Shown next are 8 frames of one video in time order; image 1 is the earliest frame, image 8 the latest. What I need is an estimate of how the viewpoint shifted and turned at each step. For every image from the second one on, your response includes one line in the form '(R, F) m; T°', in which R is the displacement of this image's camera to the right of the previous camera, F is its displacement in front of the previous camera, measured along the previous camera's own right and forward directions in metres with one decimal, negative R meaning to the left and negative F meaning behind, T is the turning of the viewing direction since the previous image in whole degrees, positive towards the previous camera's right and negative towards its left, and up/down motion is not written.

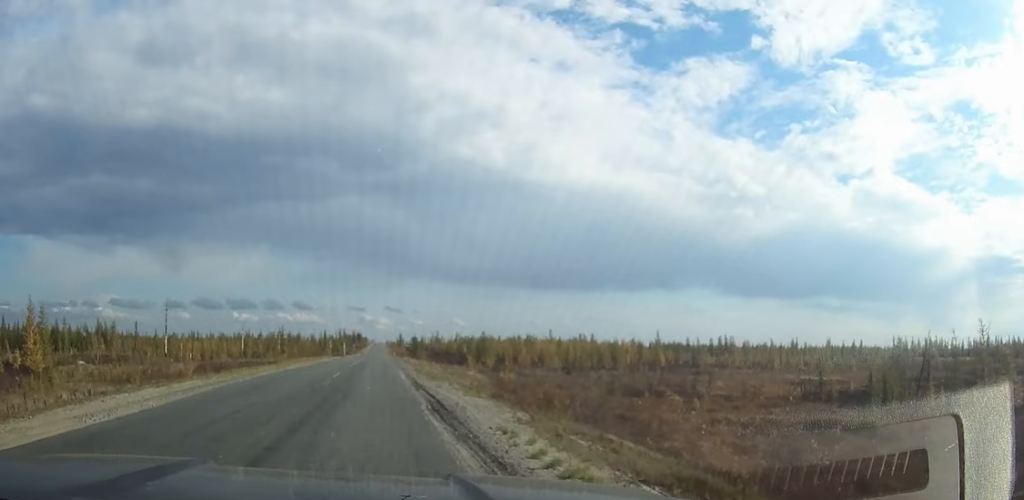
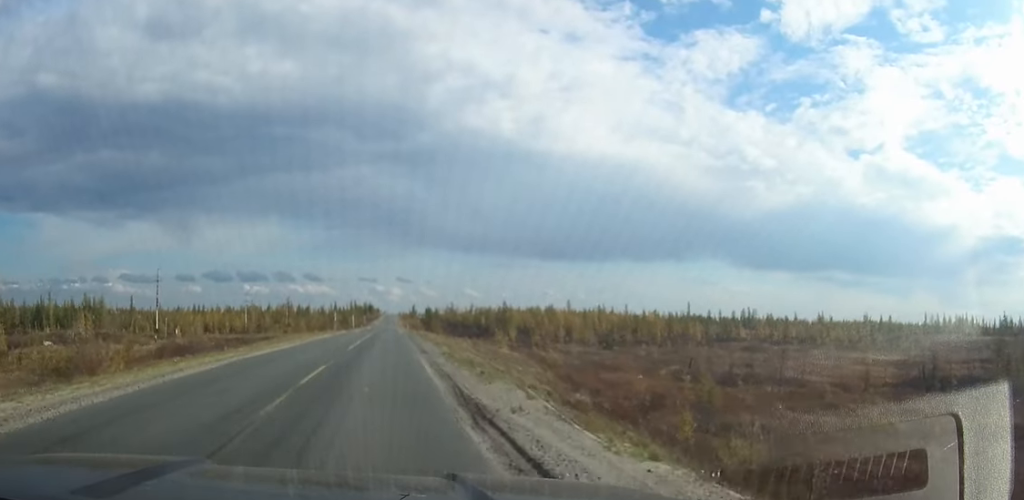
(-0.1, +15.1) m; 0°
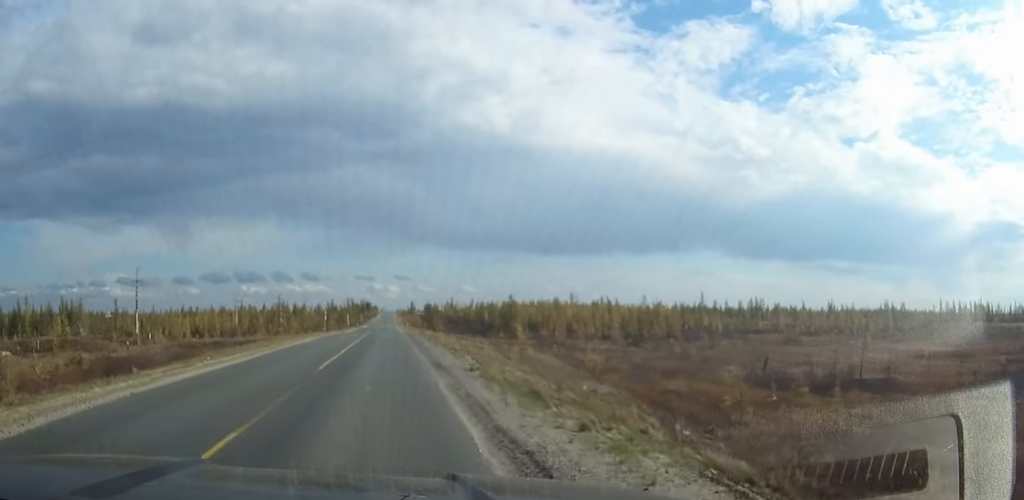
(0.0, +10.3) m; 0°
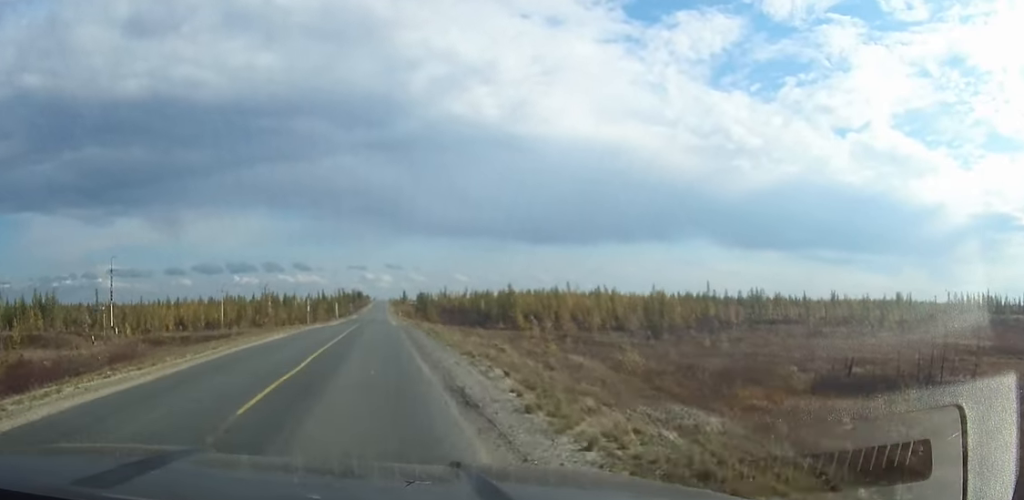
(+0.1, +7.9) m; 0°
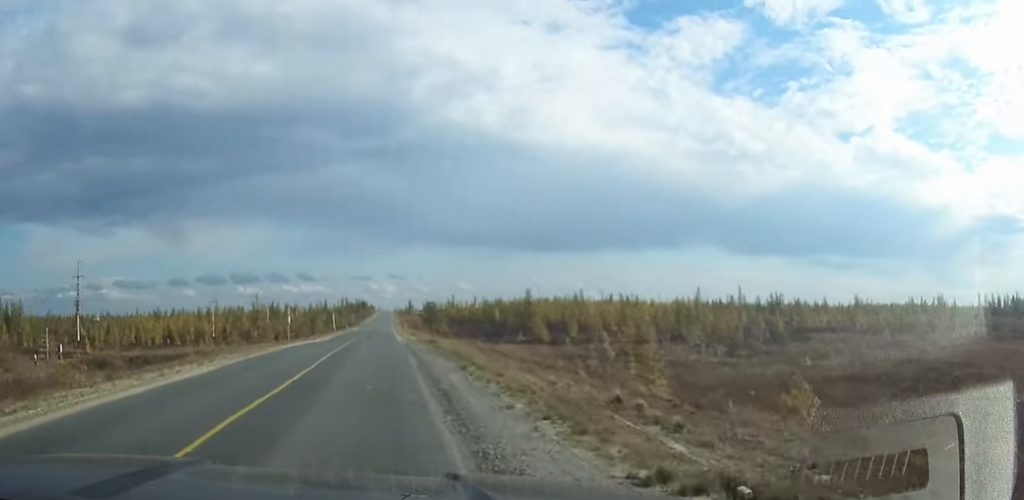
(-0.2, +15.1) m; -1°
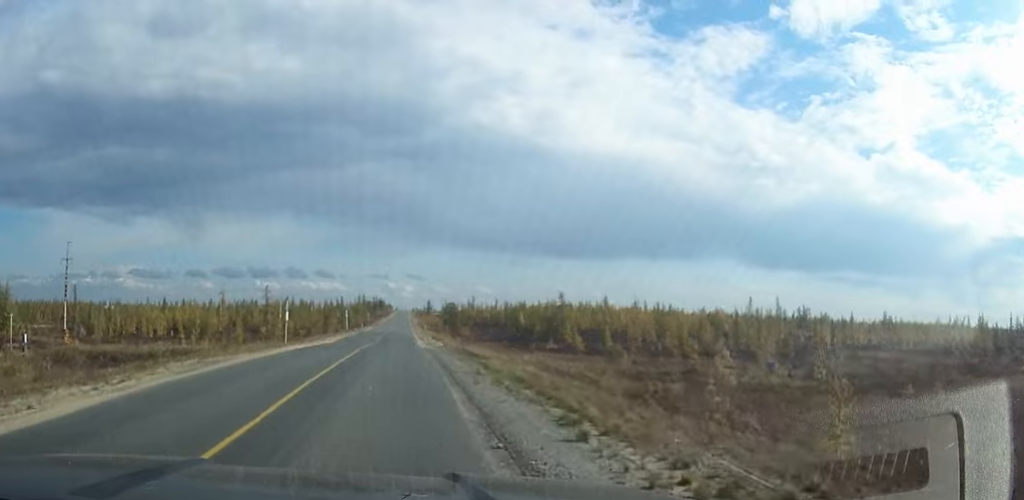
(-0.1, +10.5) m; 0°
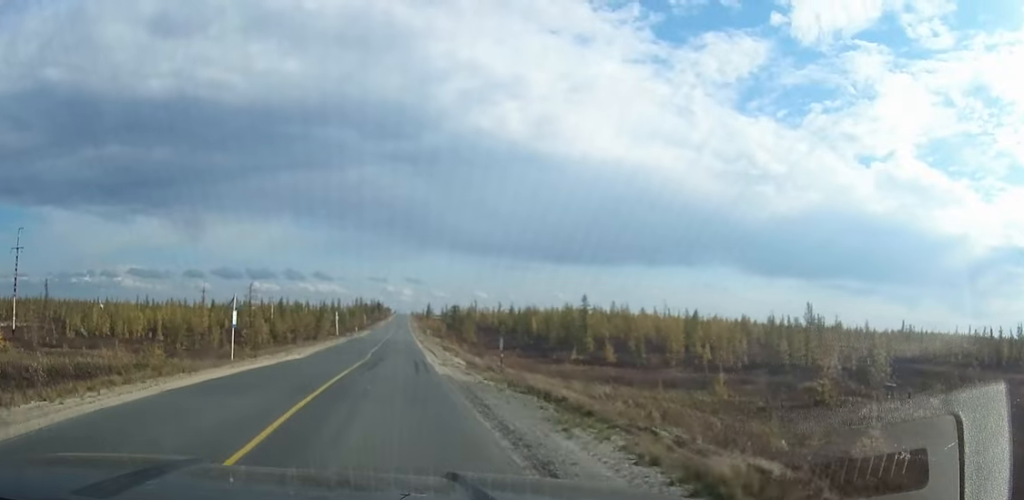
(0.0, +14.4) m; 0°
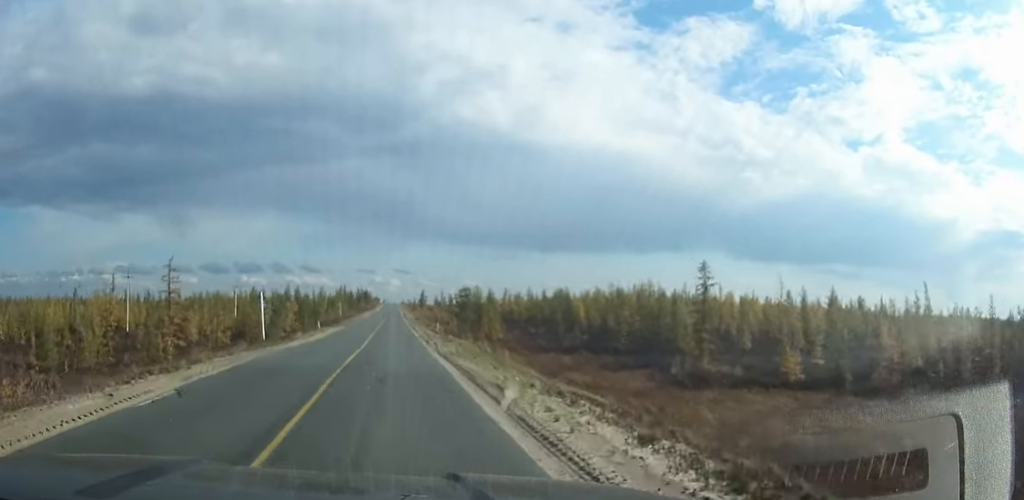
(+0.4, +41.3) m; +1°
